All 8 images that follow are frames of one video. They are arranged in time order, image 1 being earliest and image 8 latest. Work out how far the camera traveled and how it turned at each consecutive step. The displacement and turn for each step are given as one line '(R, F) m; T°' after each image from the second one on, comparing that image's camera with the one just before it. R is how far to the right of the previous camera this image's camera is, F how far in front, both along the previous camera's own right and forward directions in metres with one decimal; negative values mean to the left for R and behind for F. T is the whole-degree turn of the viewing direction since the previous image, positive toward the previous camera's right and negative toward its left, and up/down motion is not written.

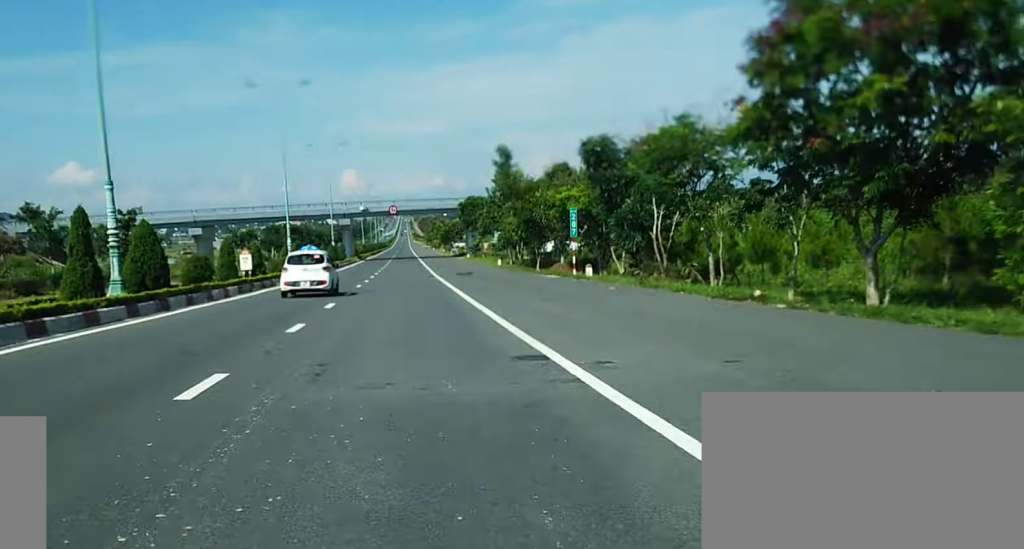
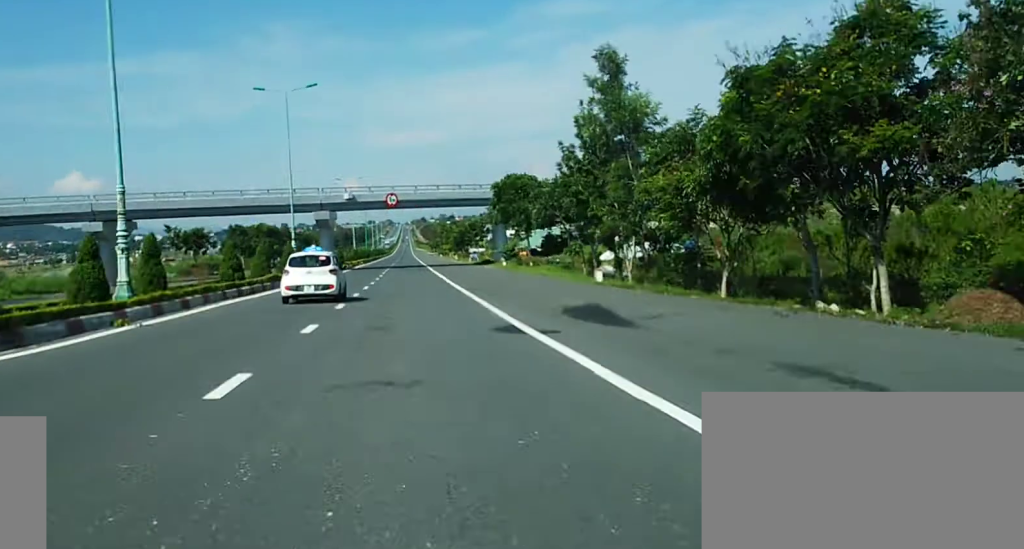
(-0.3, +40.7) m; -1°
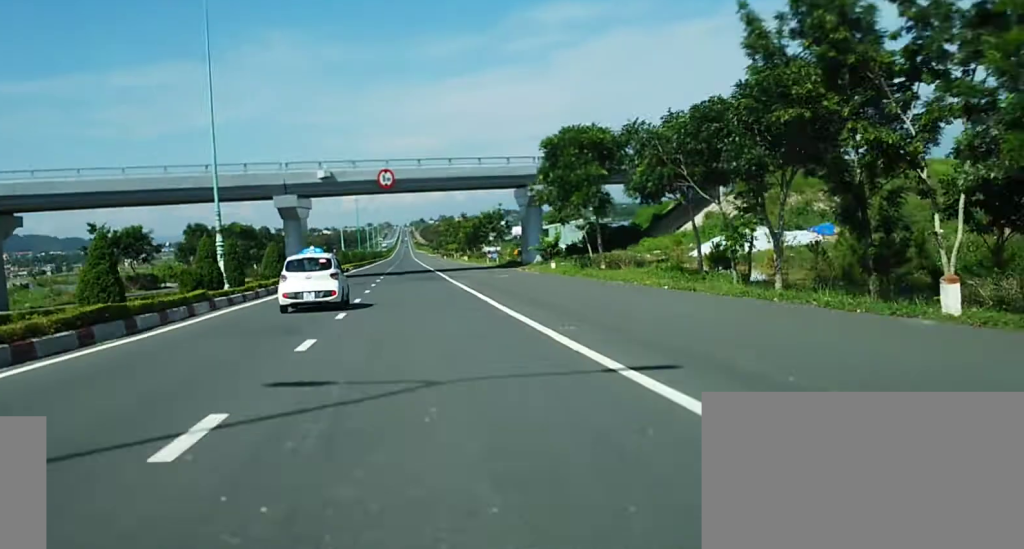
(0.0, +27.0) m; 0°
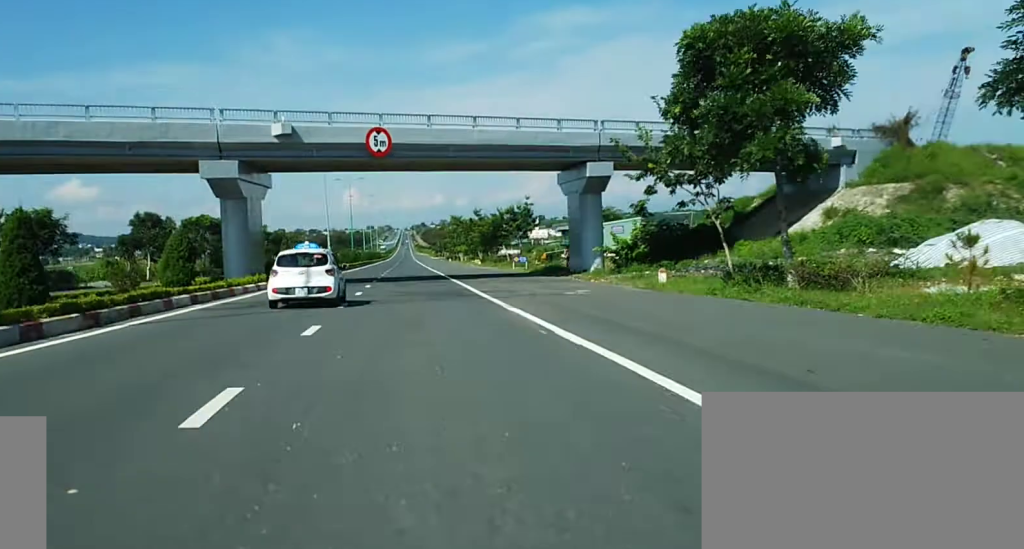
(+0.2, +23.5) m; 0°
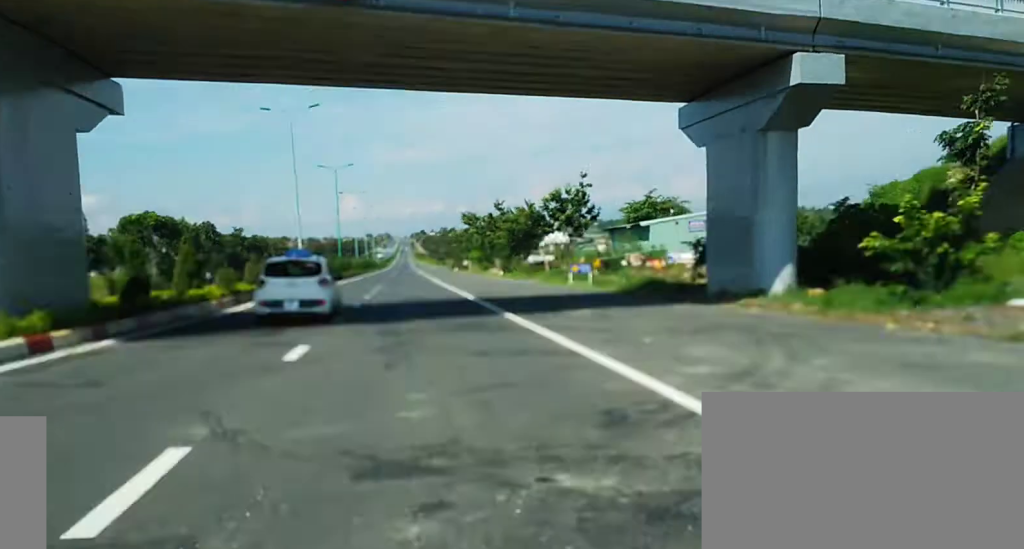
(0.0, +26.7) m; 0°
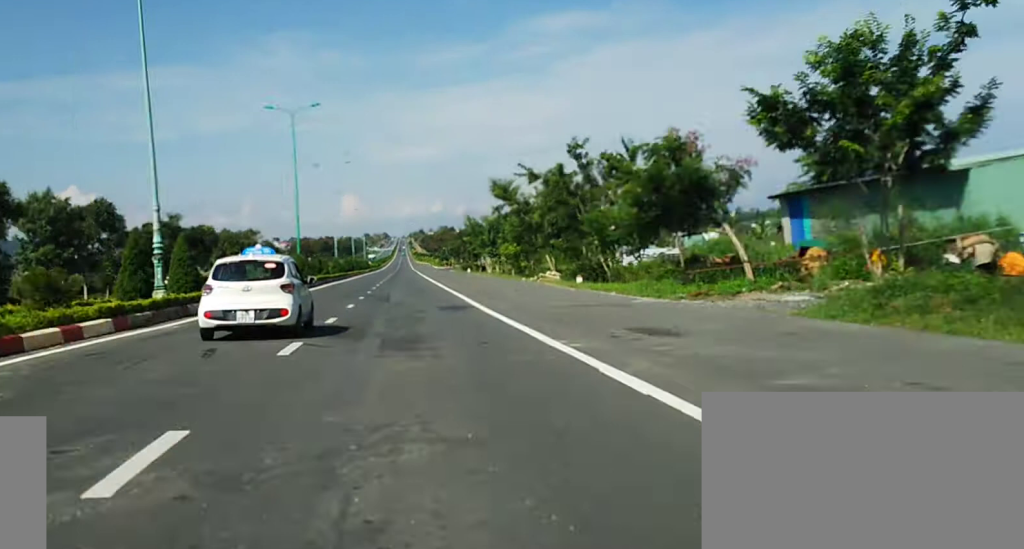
(-0.1, +39.9) m; 0°
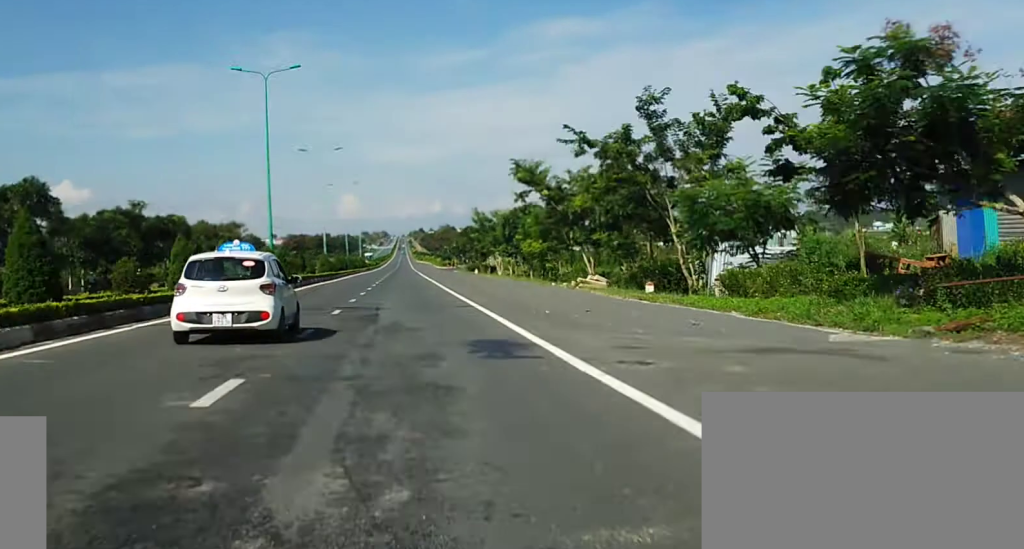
(-0.1, +13.3) m; 0°
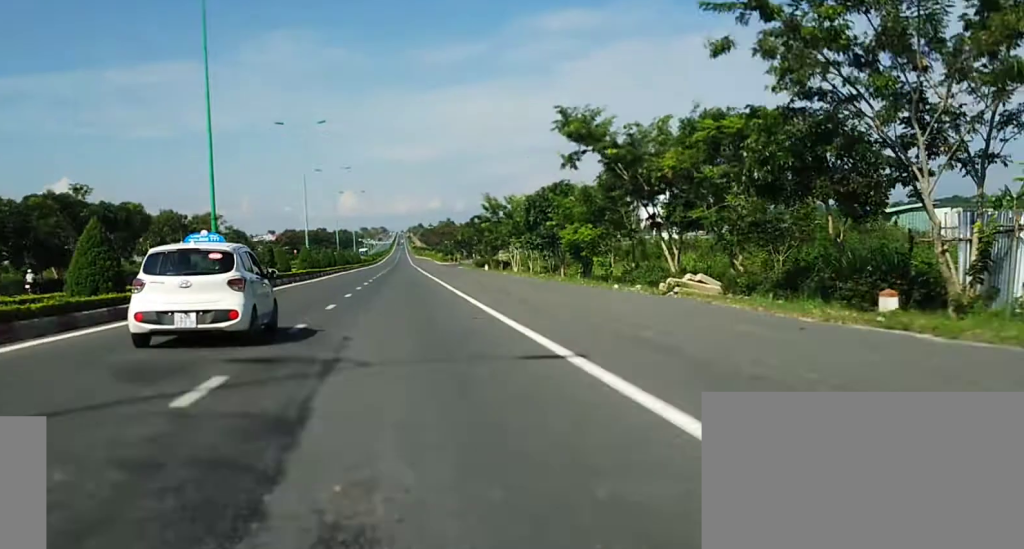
(0.0, +16.6) m; 0°
